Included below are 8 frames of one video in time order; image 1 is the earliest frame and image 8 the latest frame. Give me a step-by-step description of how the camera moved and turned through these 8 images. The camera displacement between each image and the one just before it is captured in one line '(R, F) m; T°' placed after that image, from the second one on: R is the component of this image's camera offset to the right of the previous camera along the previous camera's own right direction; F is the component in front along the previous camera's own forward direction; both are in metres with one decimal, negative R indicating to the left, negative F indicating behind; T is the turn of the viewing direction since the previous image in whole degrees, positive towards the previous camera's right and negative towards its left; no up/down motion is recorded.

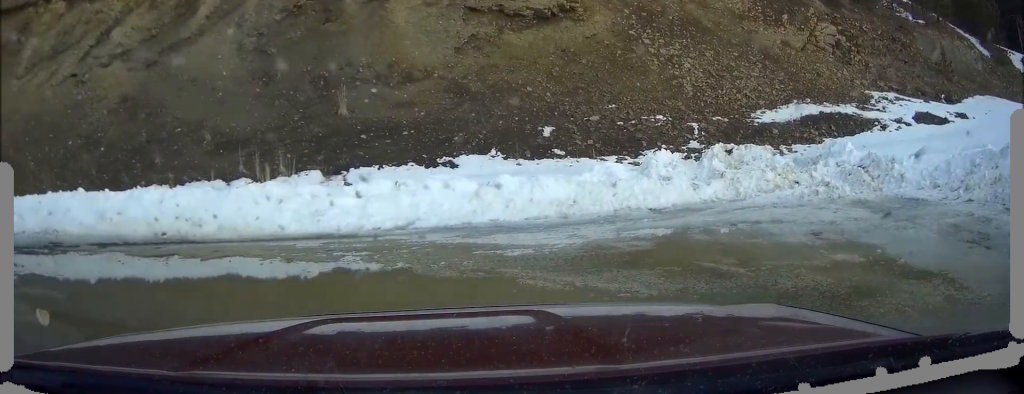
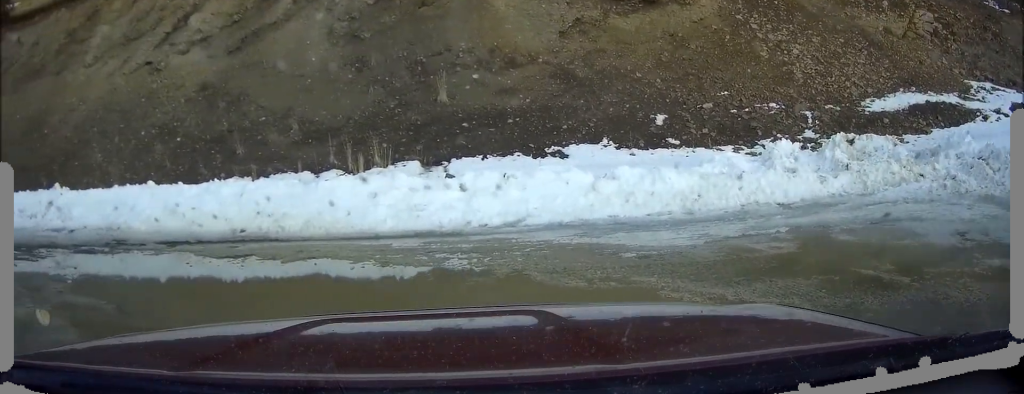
(-0.1, +1.1) m; -10°
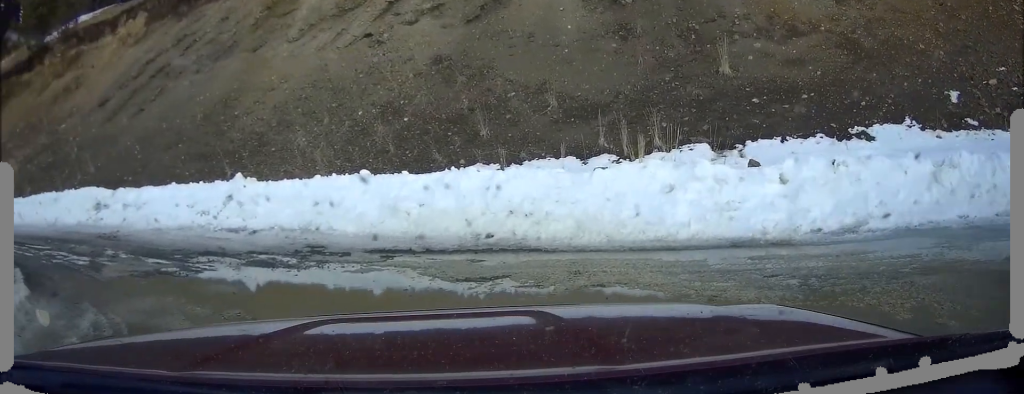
(-0.7, +3.3) m; -18°
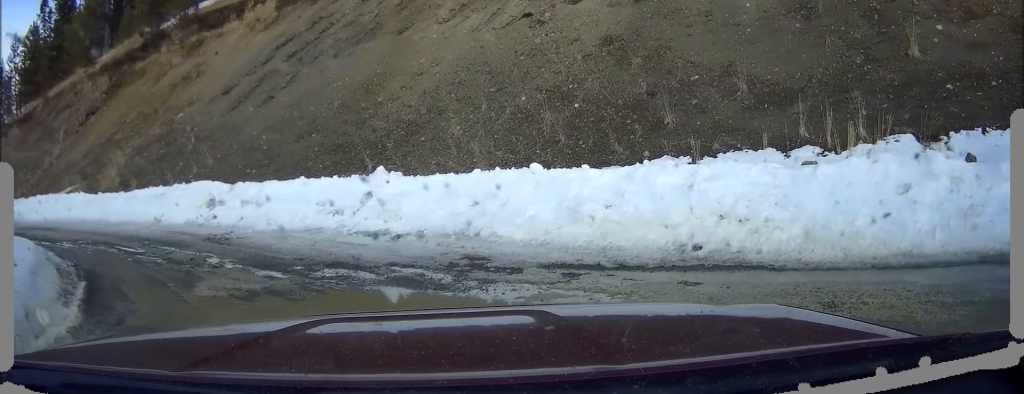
(-0.2, +2.9) m; -8°
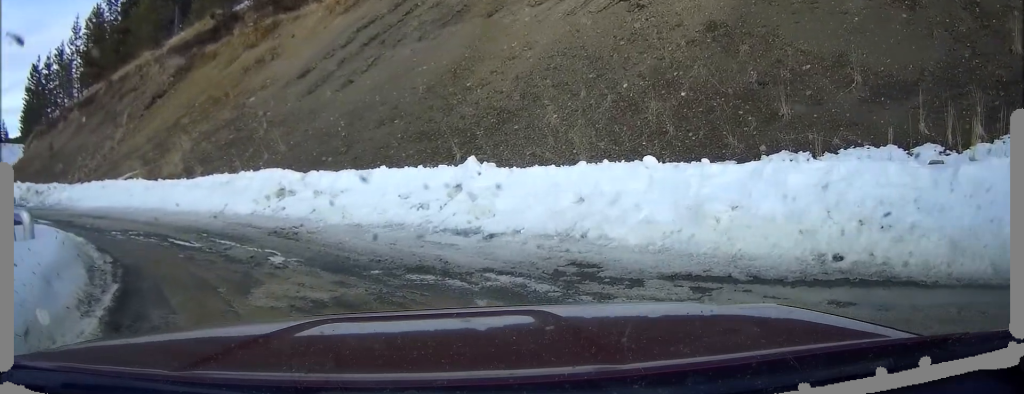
(-0.1, +1.7) m; -3°
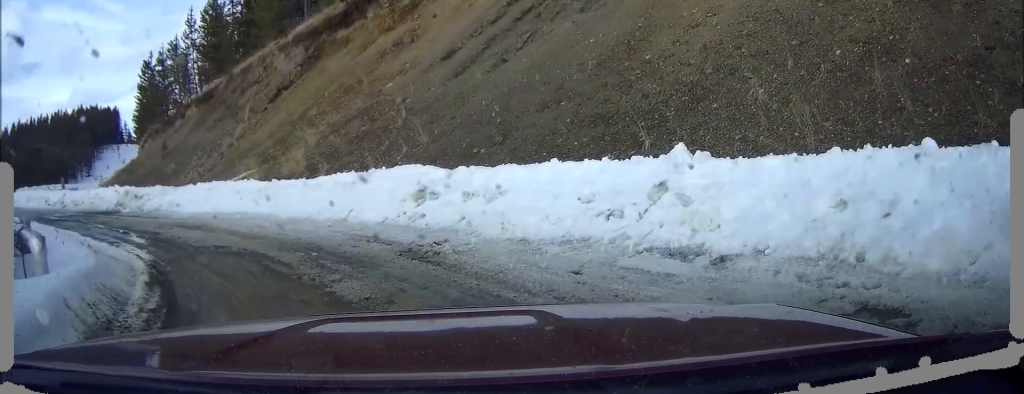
(-0.2, +4.0) m; -11°
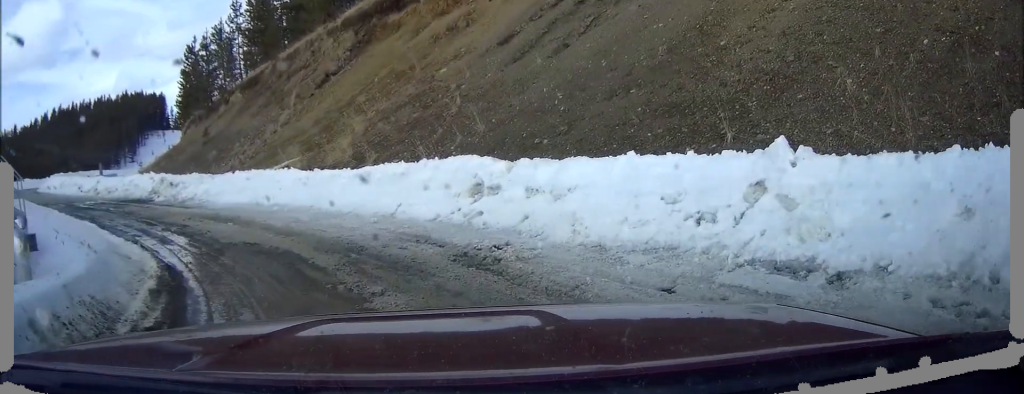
(0.0, +1.5) m; -5°
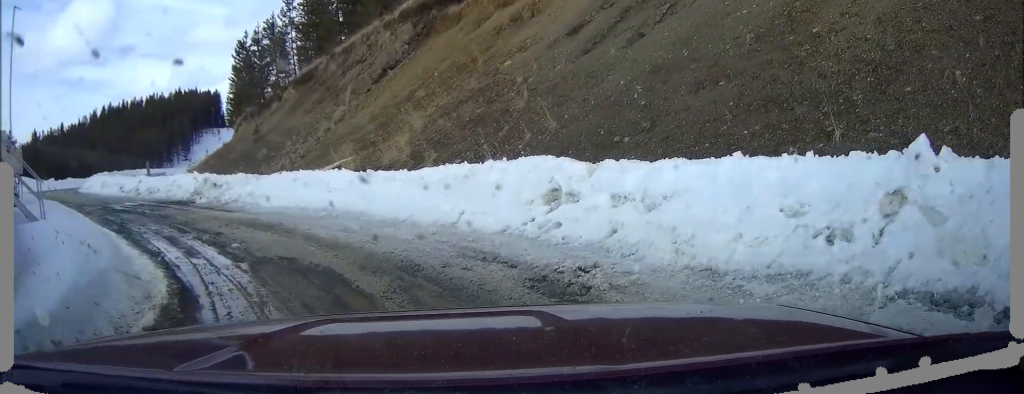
(-0.2, +2.0) m; -5°
